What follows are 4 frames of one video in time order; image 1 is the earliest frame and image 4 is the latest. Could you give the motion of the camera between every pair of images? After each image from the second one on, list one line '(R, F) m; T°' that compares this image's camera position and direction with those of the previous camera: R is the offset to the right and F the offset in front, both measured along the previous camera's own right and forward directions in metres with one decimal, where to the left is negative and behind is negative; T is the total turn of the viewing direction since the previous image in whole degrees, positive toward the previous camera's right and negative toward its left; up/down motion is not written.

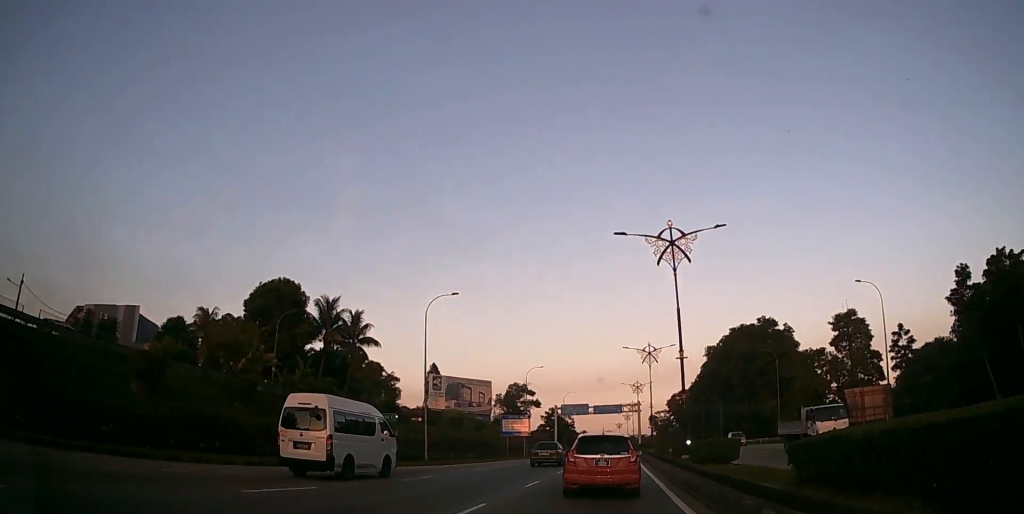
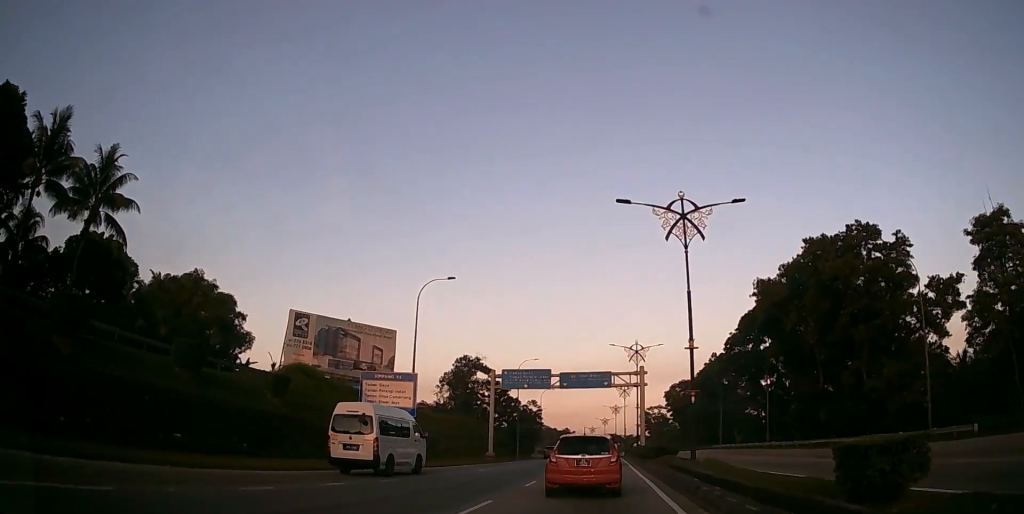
(+1.0, +40.8) m; +2°
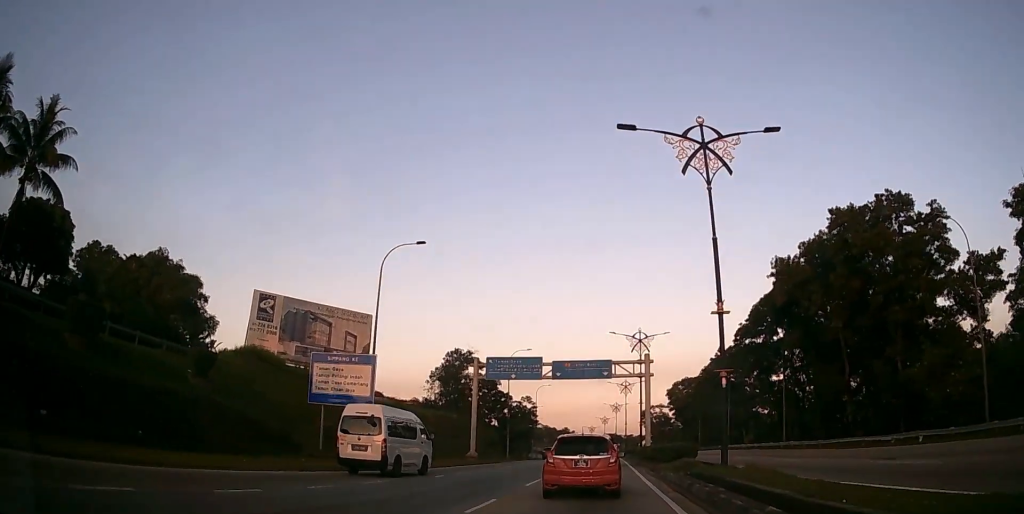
(0.0, +6.7) m; 0°
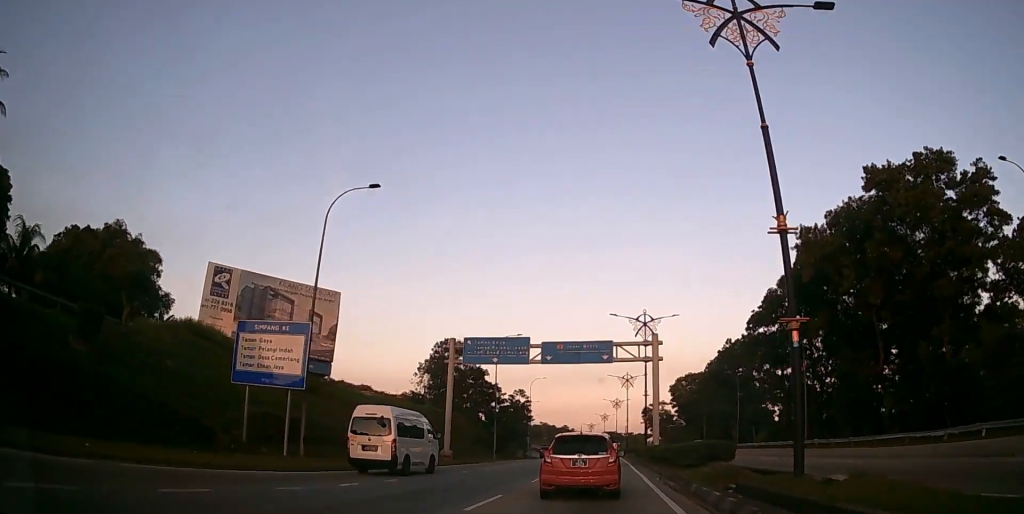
(0.0, +6.9) m; 0°
